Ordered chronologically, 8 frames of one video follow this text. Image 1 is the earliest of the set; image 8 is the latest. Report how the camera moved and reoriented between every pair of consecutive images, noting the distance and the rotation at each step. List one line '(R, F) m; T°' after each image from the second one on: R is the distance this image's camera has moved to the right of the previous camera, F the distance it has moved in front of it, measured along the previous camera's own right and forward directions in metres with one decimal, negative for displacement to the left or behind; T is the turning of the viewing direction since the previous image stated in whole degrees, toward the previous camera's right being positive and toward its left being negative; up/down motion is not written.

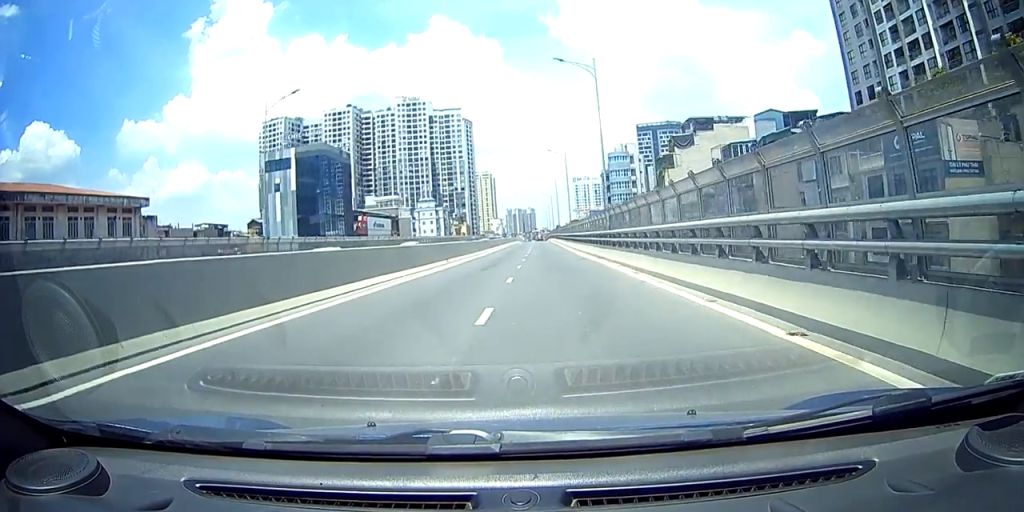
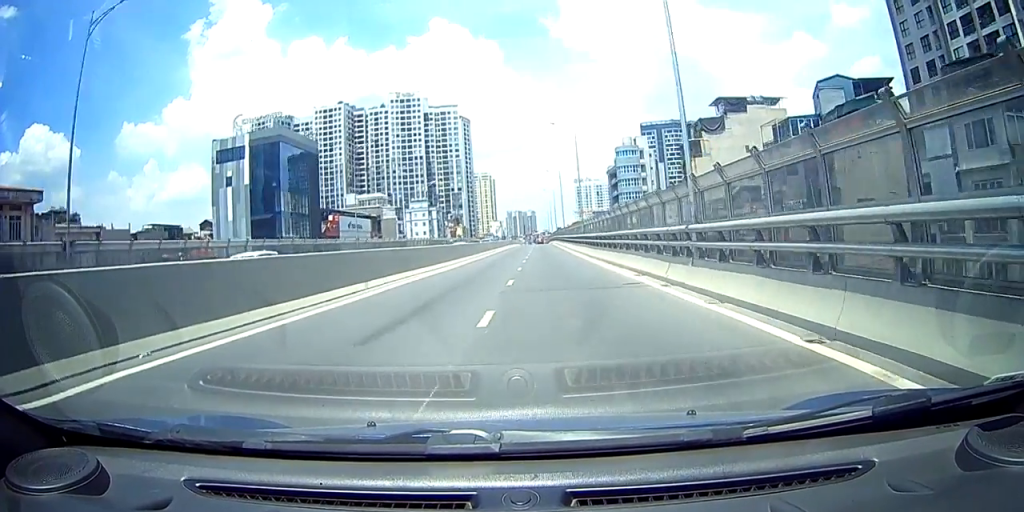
(0.0, +16.6) m; 0°
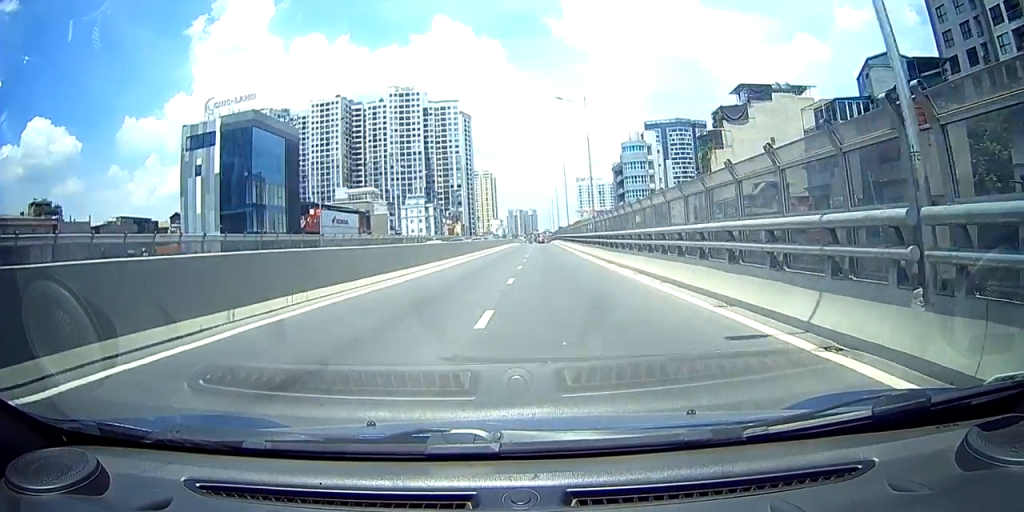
(0.0, +8.8) m; 0°
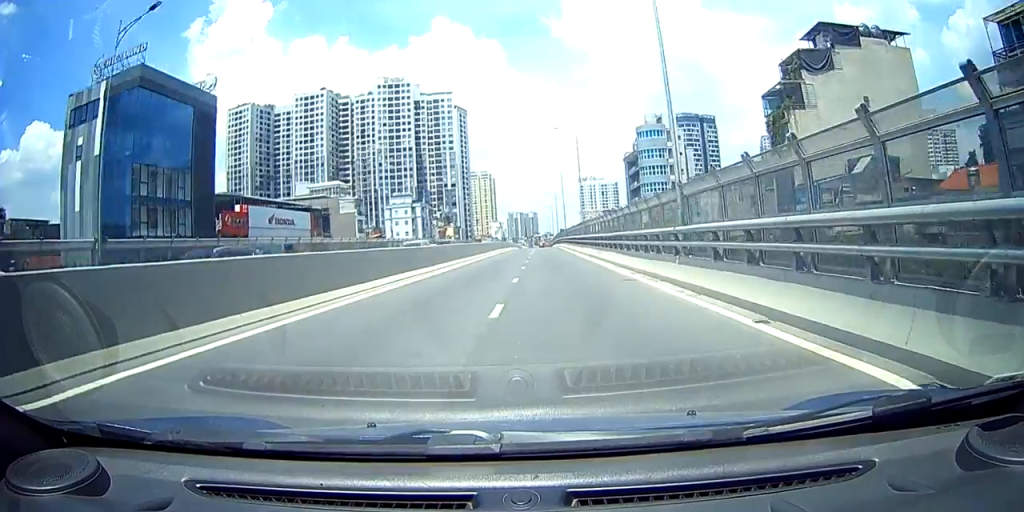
(0.0, +23.7) m; 0°
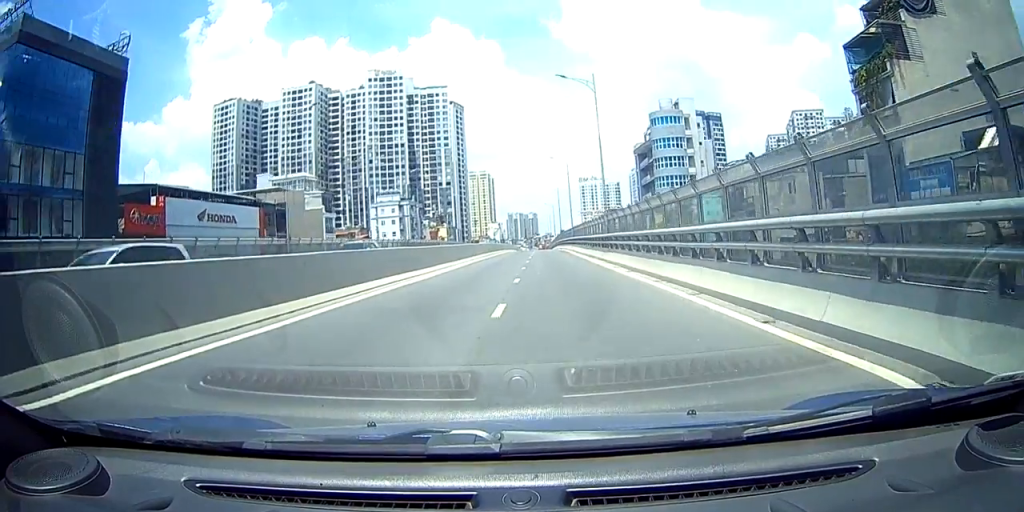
(0.0, +16.1) m; 0°
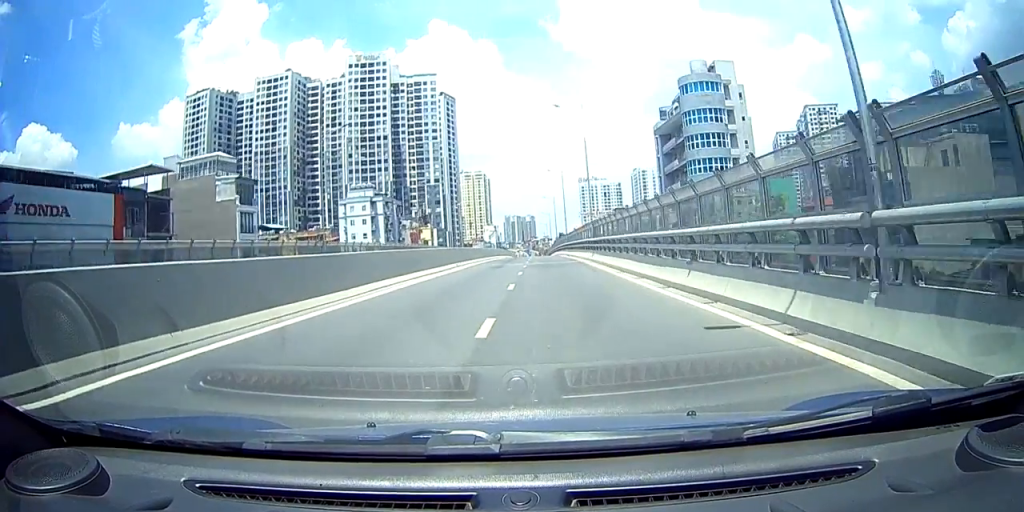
(0.0, +26.3) m; 0°
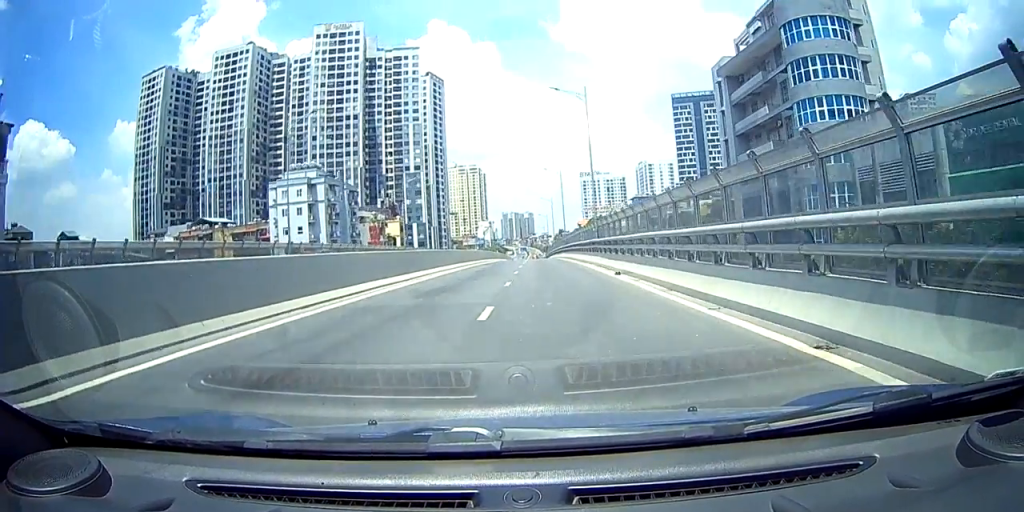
(0.0, +40.0) m; +1°
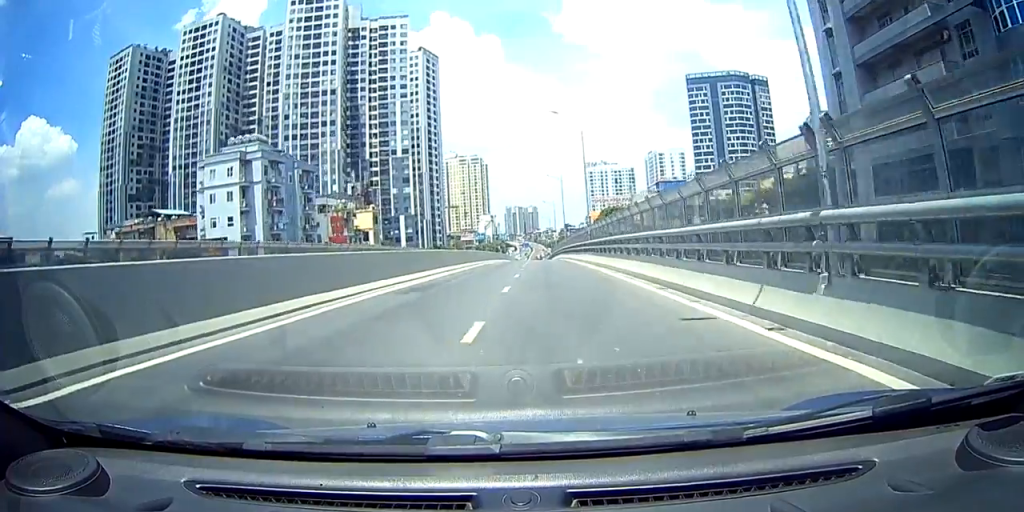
(+0.5, +26.7) m; -1°
